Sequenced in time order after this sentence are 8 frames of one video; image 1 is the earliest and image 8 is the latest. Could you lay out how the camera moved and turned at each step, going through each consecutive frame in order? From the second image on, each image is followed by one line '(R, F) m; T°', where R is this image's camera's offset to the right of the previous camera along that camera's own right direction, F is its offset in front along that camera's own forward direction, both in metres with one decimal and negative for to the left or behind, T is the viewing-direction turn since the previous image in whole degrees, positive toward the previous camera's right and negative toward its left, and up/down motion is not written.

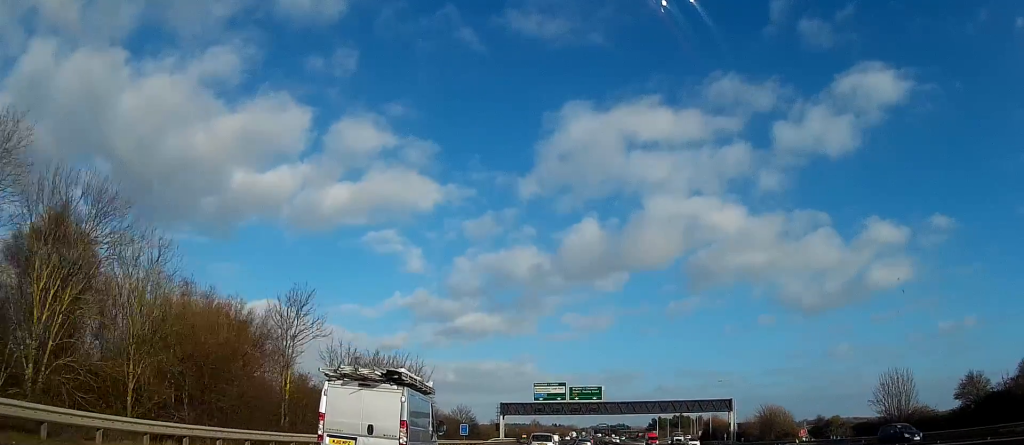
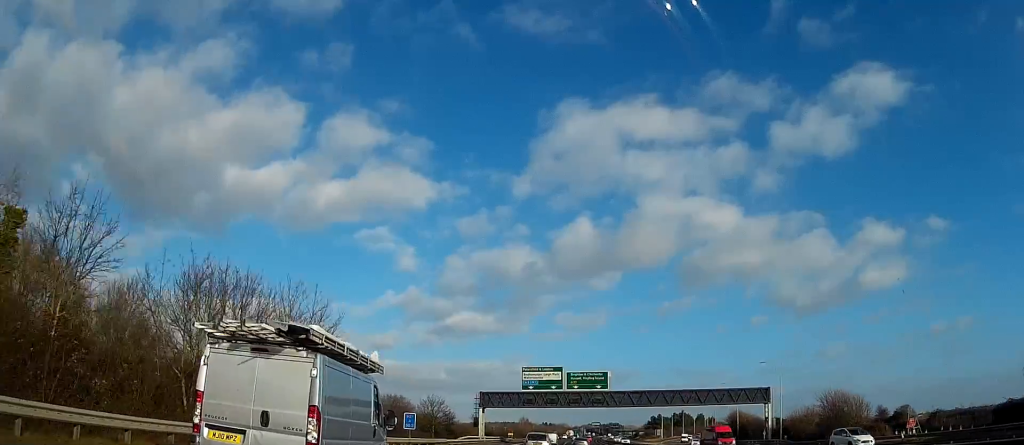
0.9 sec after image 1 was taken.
(0.0, +26.7) m; 0°
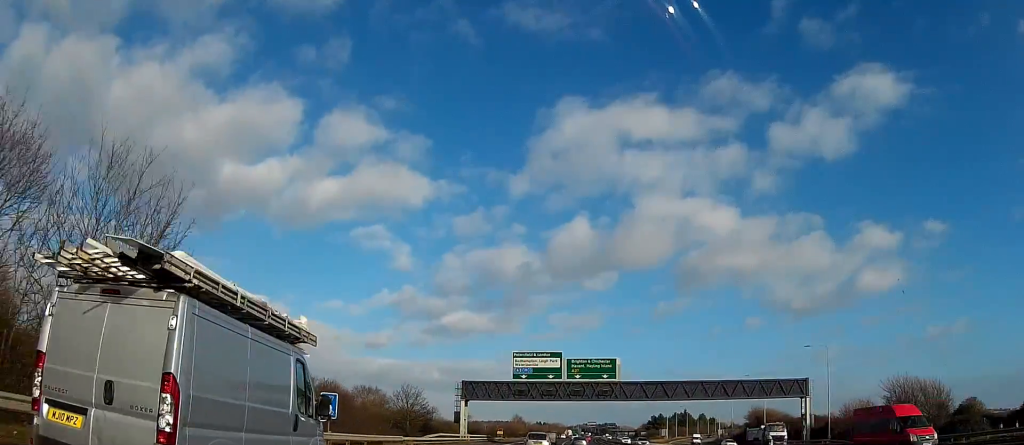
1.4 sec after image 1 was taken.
(-0.1, +17.6) m; +1°
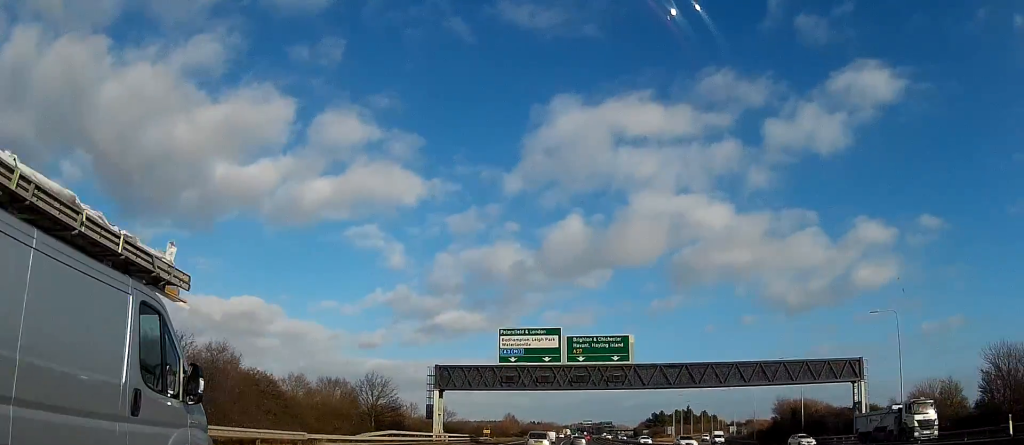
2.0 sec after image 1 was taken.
(+0.1, +17.7) m; +1°
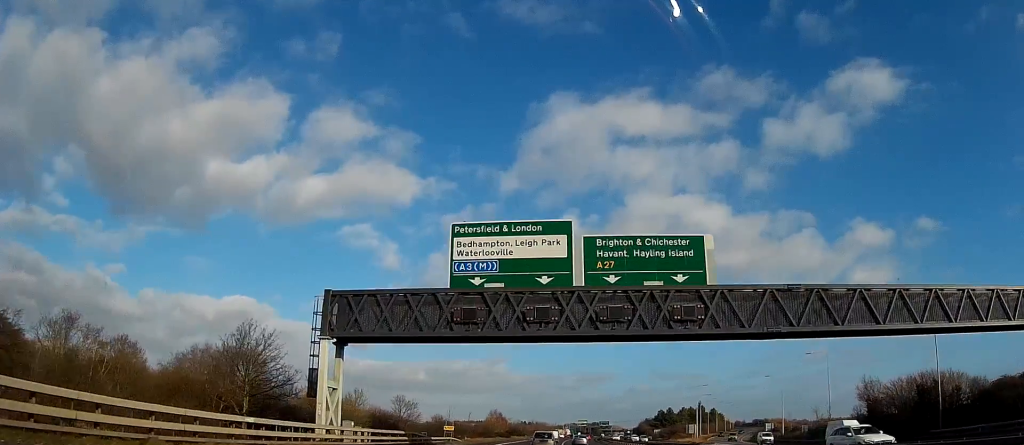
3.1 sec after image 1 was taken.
(+0.5, +34.6) m; +1°
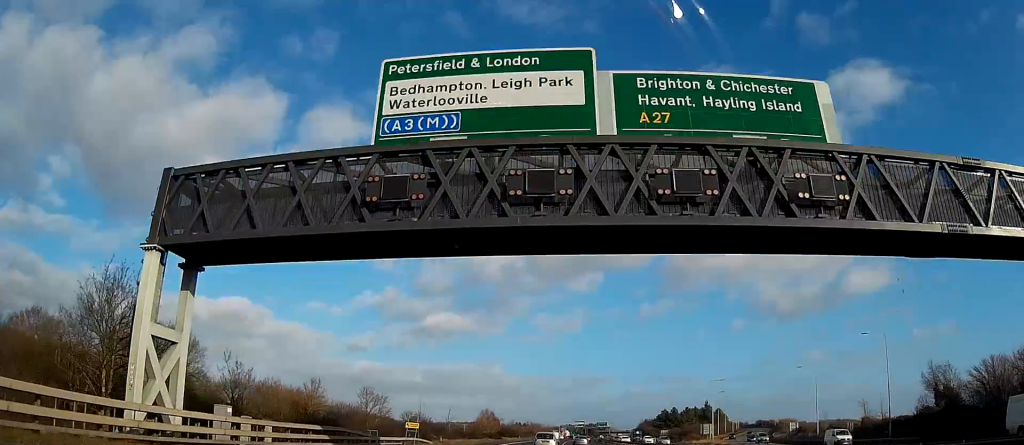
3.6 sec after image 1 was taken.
(0.0, +16.9) m; 0°
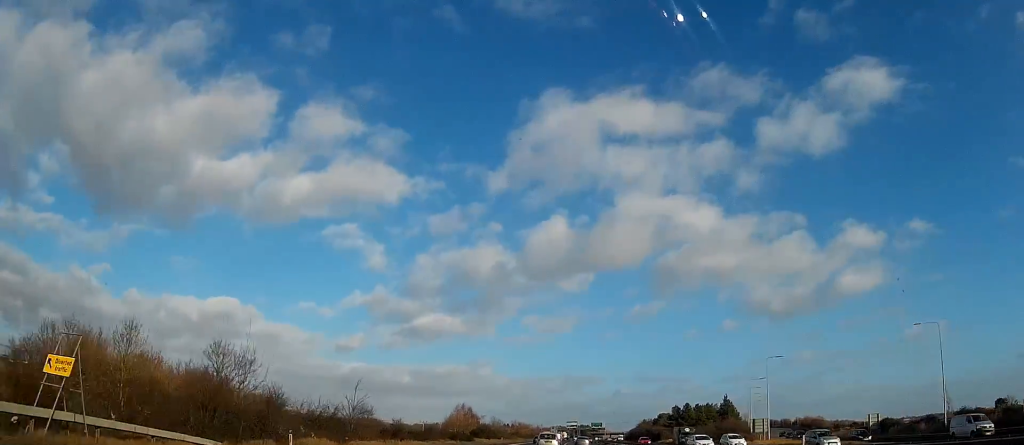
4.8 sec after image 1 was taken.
(+0.5, +37.1) m; +3°
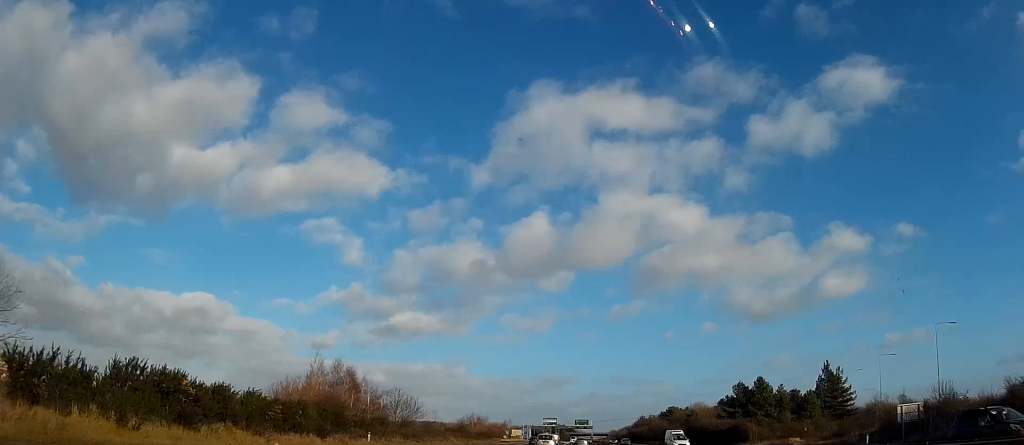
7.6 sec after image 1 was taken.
(+3.6, +87.8) m; +4°
